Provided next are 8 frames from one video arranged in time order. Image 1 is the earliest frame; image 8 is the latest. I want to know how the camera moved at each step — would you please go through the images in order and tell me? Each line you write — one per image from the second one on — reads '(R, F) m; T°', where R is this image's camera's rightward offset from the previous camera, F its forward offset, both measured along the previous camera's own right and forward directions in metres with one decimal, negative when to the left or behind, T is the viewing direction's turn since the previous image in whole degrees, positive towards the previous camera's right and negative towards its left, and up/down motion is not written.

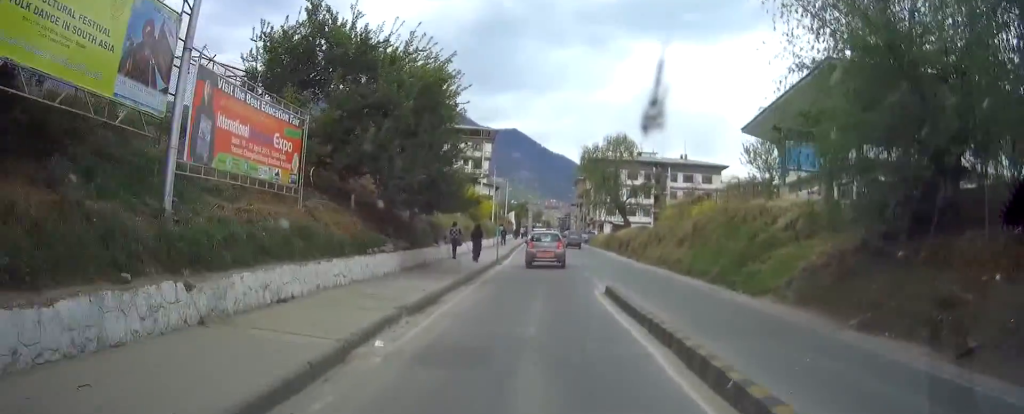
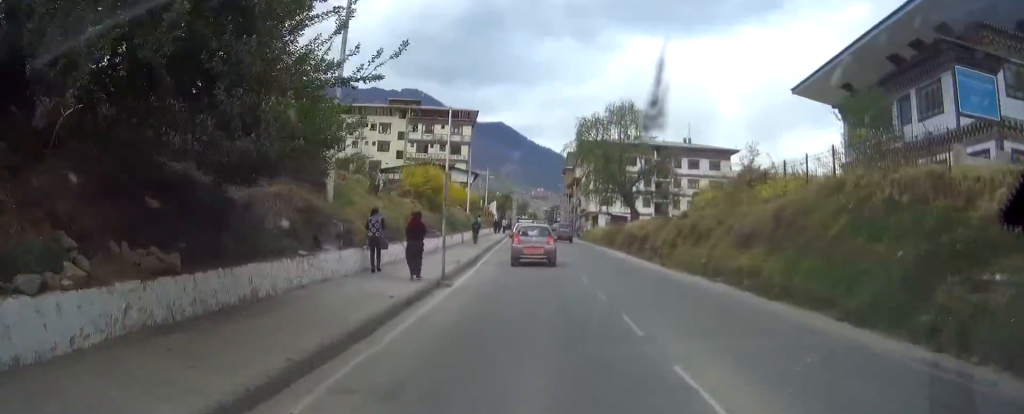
(+0.3, +13.1) m; +2°
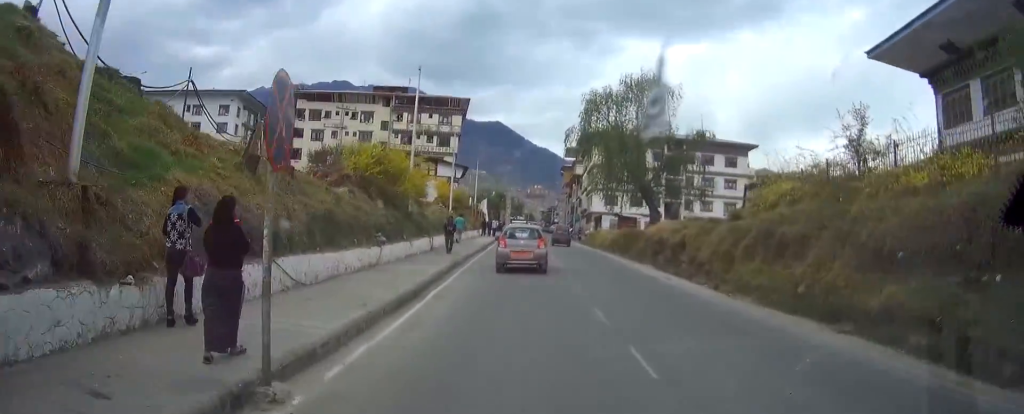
(+0.1, +10.0) m; +2°
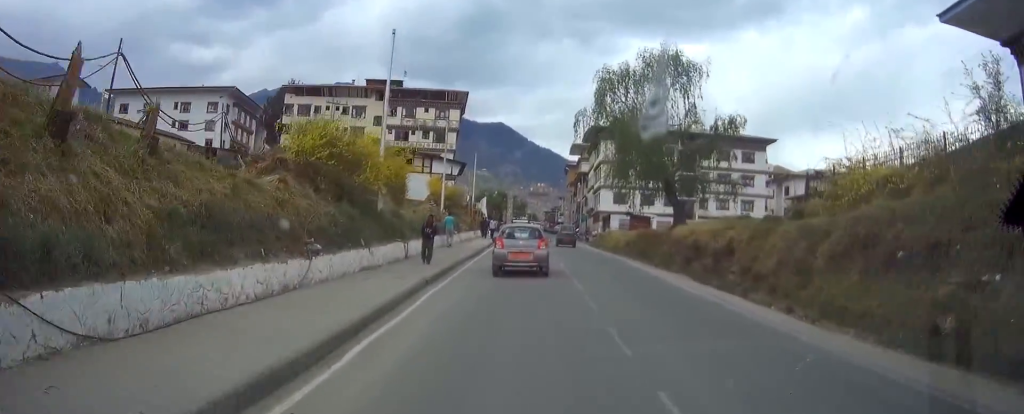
(+0.1, +6.3) m; +1°
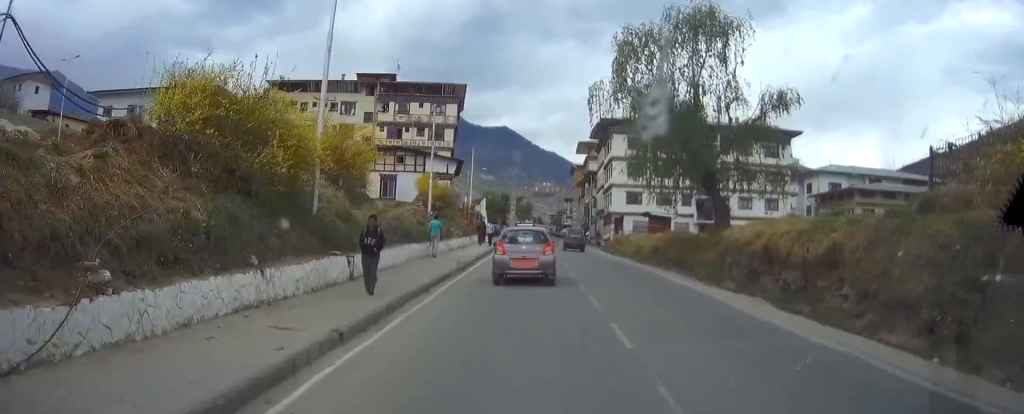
(+0.1, +7.3) m; 0°
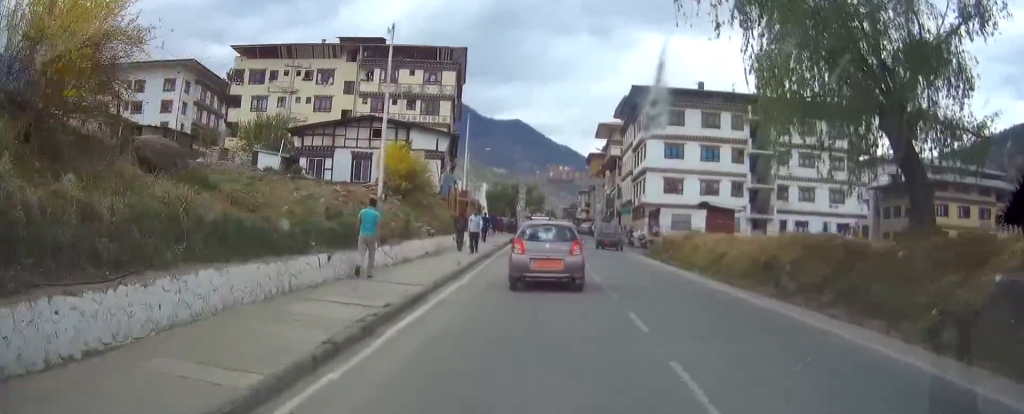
(-0.5, +15.1) m; -3°
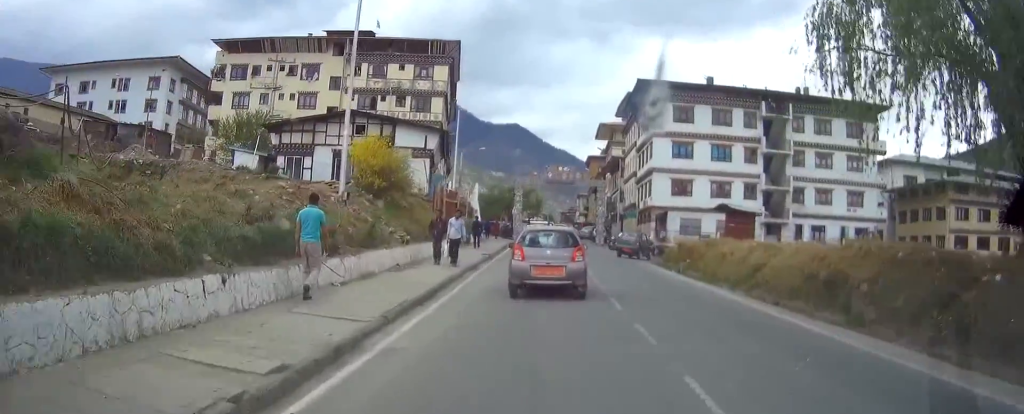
(+0.1, +4.7) m; -1°
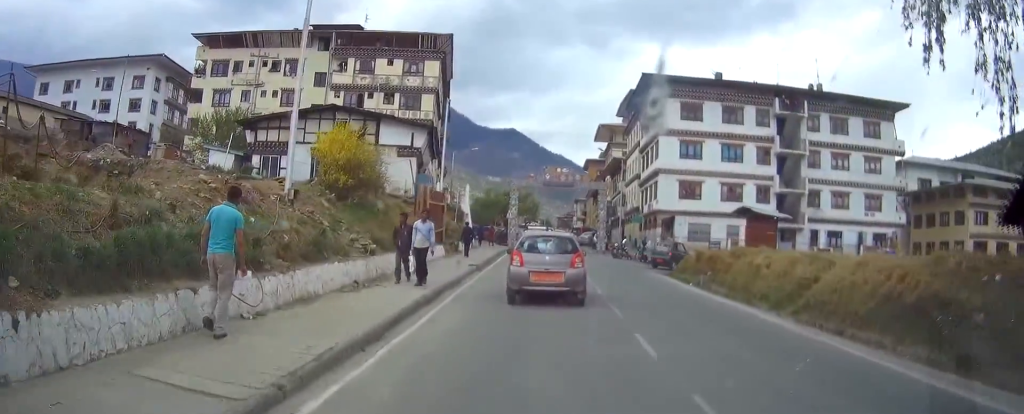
(-0.1, +4.2) m; -2°
